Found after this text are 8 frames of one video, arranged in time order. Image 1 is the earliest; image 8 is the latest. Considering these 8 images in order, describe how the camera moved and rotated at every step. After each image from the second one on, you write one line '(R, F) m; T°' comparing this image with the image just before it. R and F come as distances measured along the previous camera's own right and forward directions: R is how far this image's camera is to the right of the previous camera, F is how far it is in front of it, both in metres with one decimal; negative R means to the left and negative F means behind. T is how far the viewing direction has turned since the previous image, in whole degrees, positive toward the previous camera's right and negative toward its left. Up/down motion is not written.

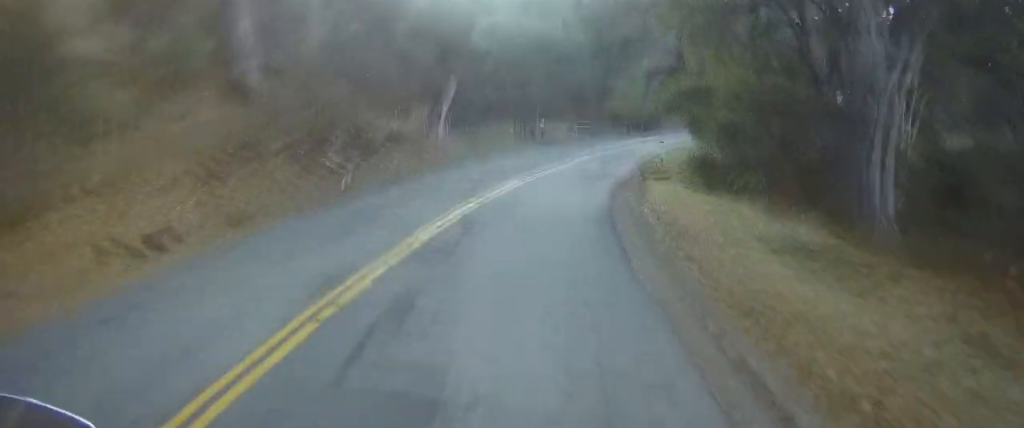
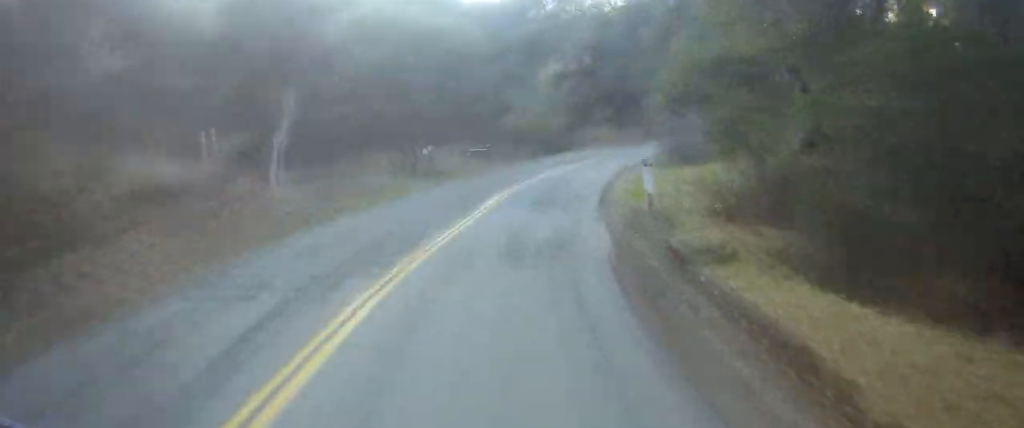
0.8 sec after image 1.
(+0.6, +11.3) m; +3°
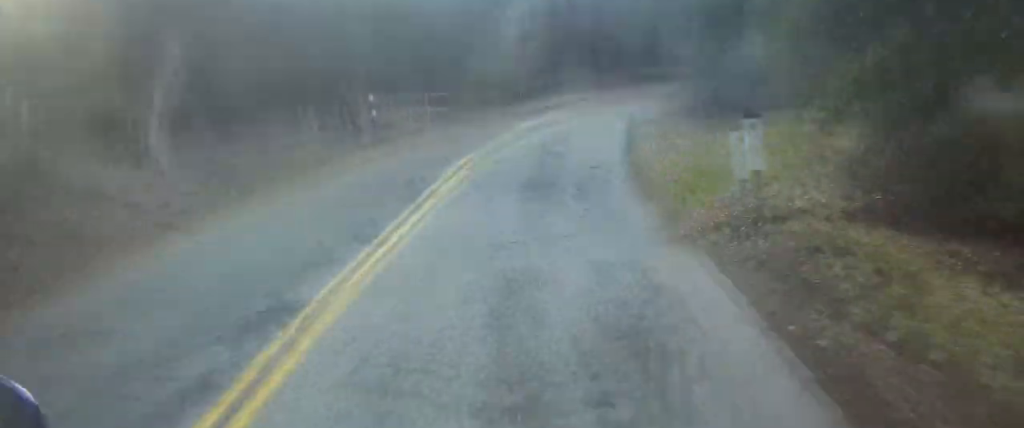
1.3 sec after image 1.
(0.0, +6.5) m; 0°
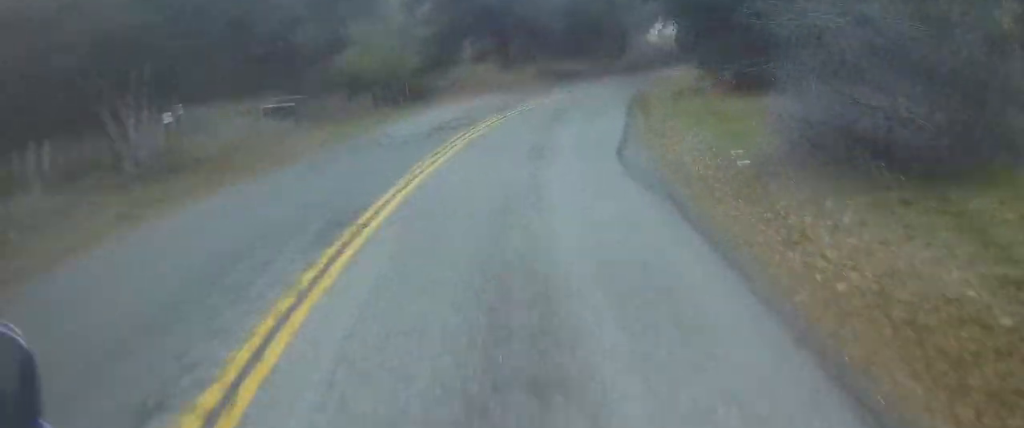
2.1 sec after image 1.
(0.0, +11.0) m; -1°
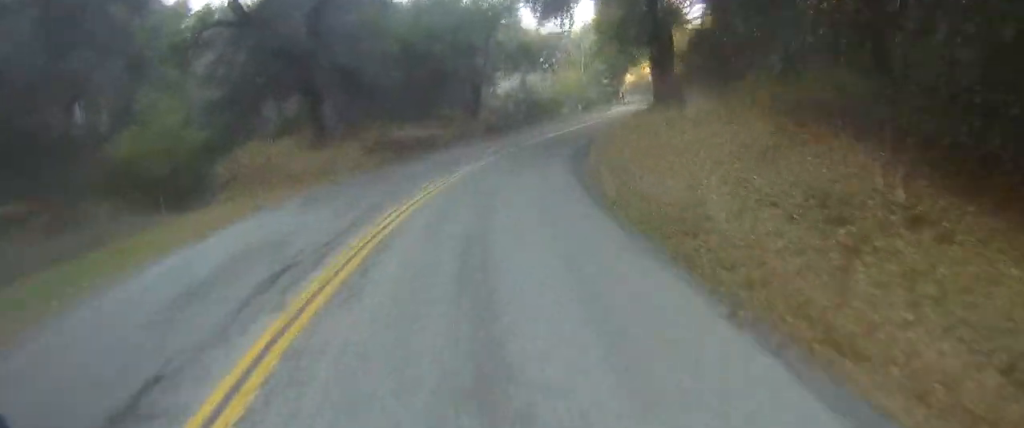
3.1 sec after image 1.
(-0.3, +12.3) m; +1°
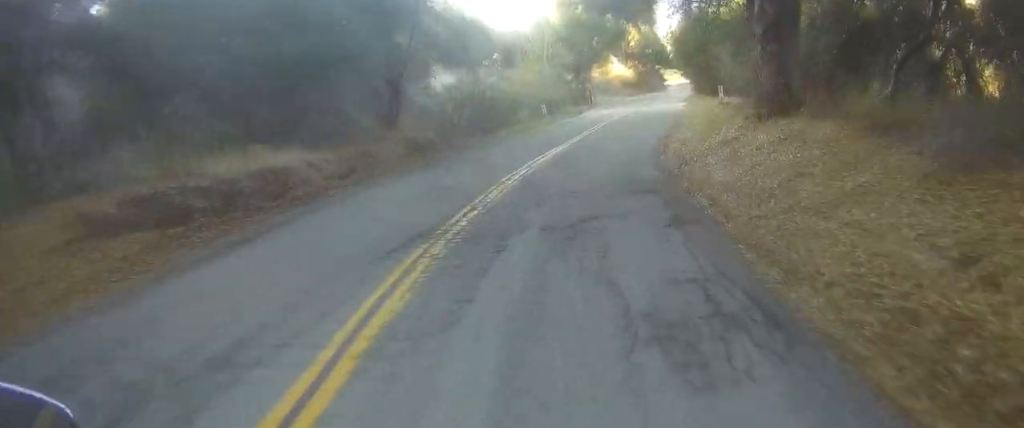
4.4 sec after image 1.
(+1.1, +13.9) m; +17°
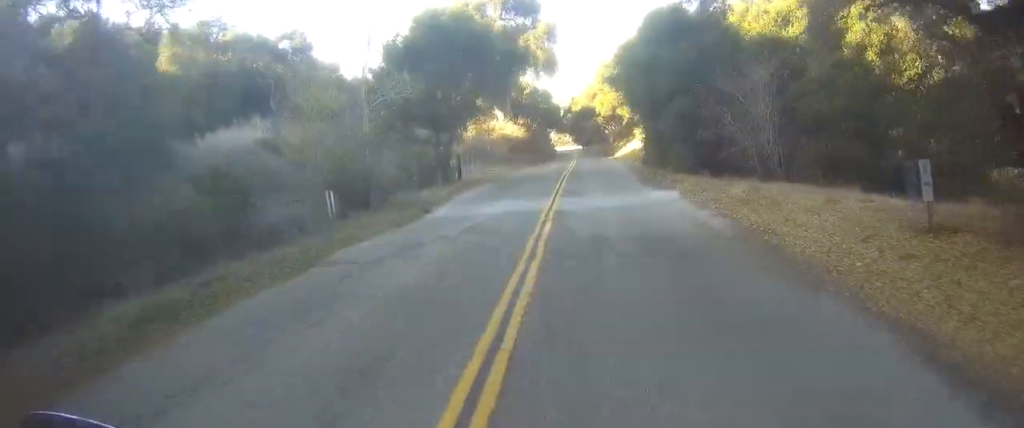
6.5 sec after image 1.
(+7.8, +23.4) m; +28°
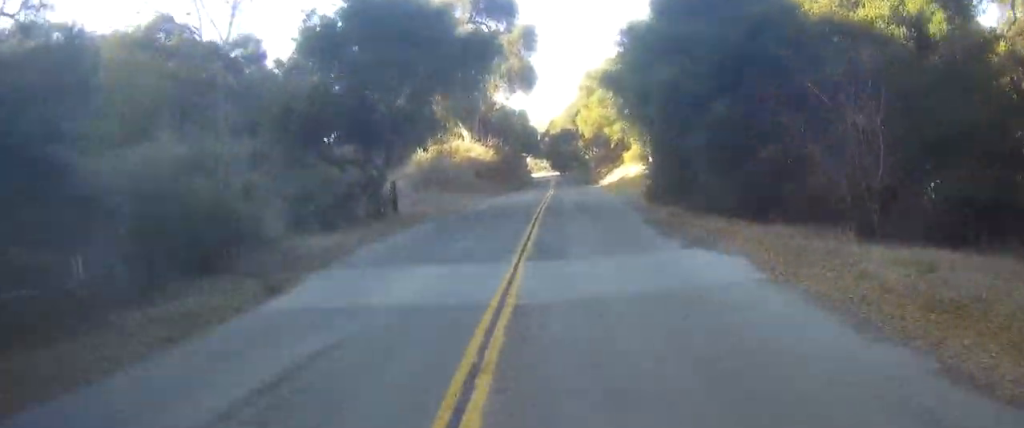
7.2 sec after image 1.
(+0.1, +9.5) m; 0°
